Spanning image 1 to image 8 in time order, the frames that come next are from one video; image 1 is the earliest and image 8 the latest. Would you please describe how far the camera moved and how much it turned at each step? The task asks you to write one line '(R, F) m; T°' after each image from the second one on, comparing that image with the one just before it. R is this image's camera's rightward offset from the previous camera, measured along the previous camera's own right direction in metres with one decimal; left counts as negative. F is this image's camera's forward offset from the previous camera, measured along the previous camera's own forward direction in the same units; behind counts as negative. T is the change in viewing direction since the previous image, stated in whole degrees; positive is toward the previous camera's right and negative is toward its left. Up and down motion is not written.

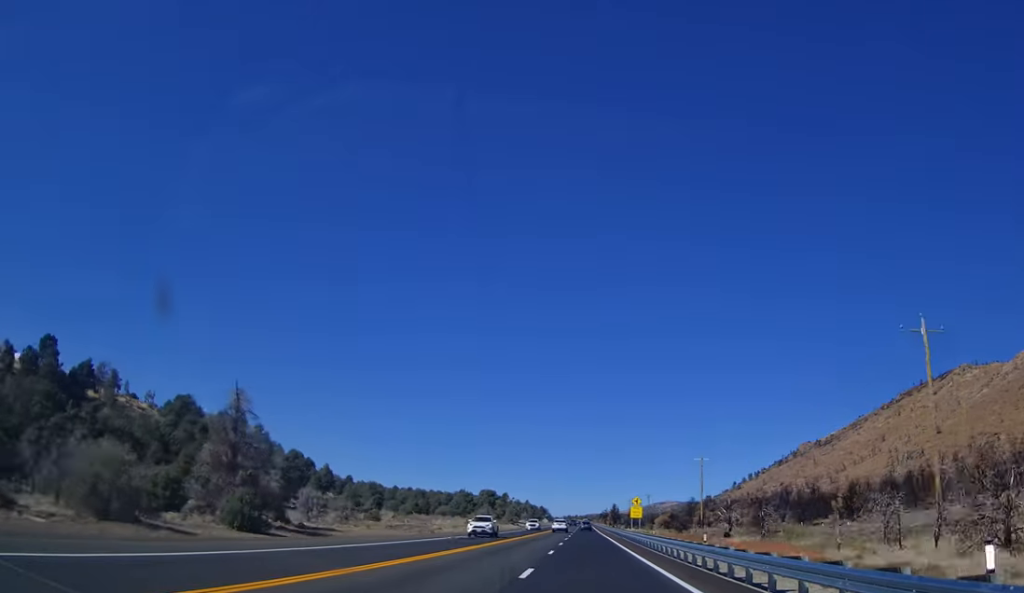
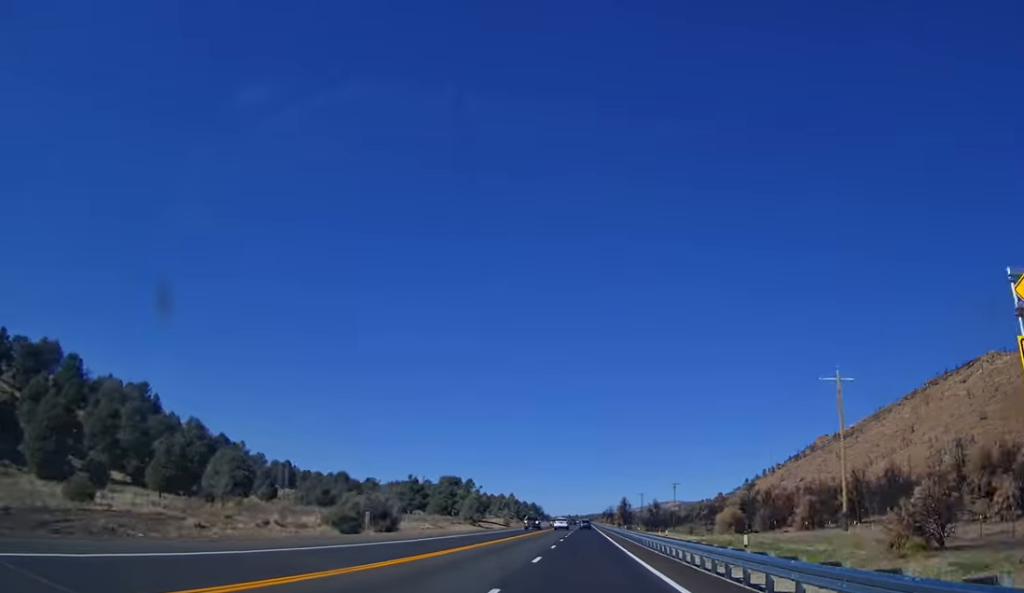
(0.0, +67.8) m; 0°
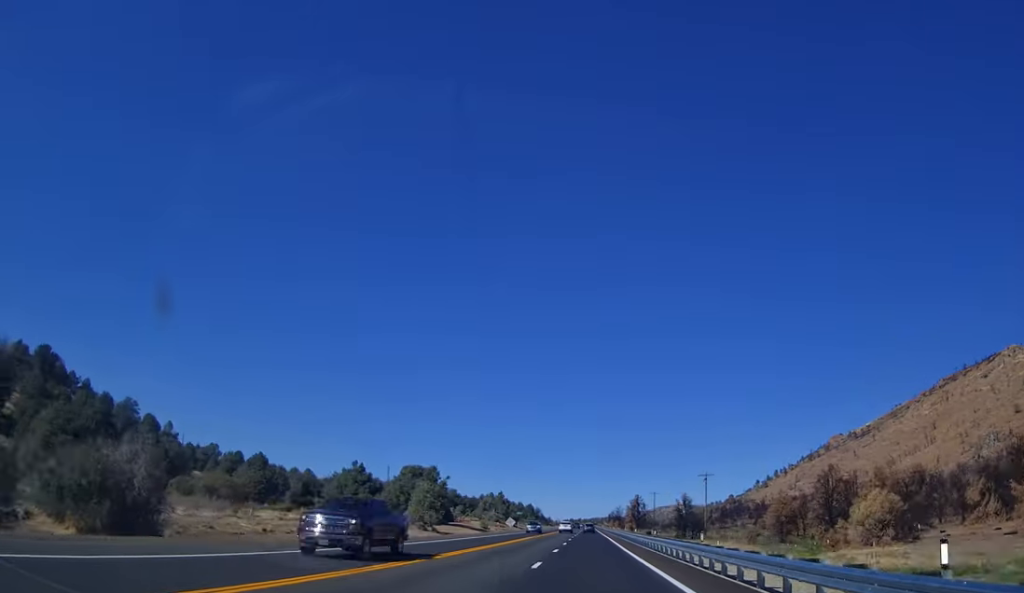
(0.0, +39.3) m; 0°
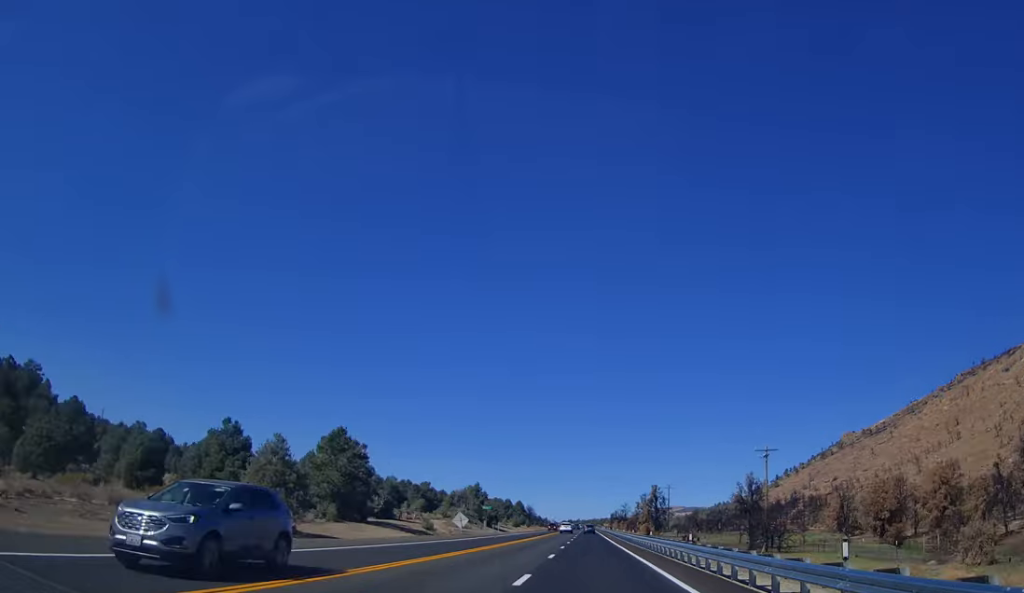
(0.0, +43.0) m; 0°
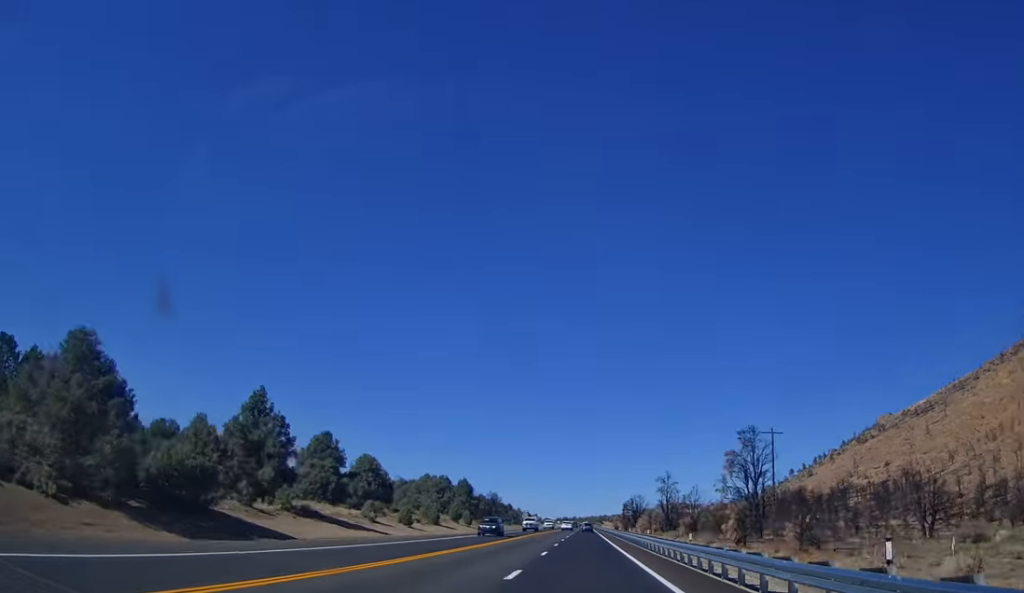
(-0.5, +108.7) m; 0°
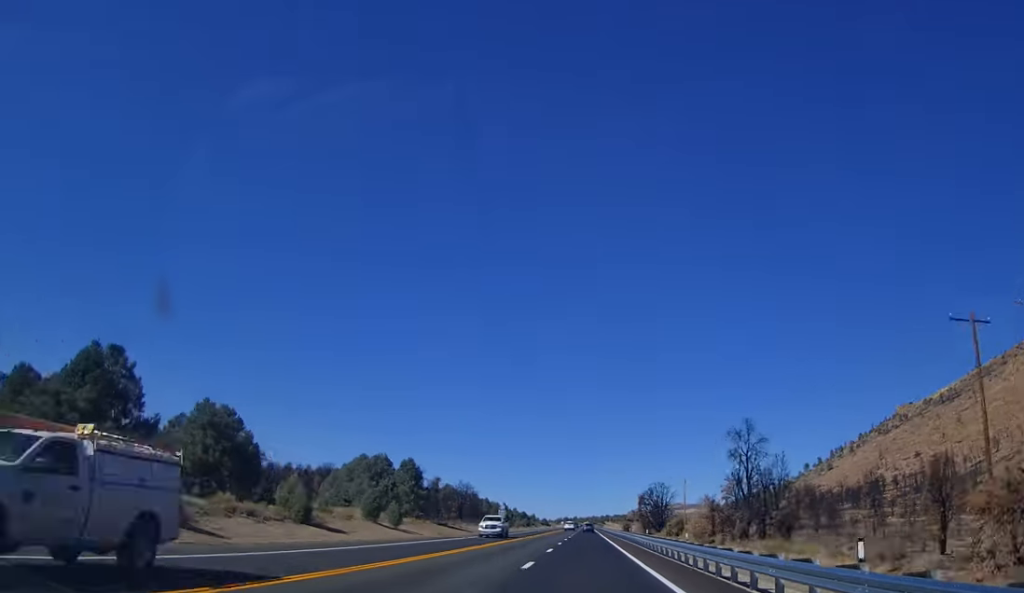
(+0.3, +45.0) m; 0°
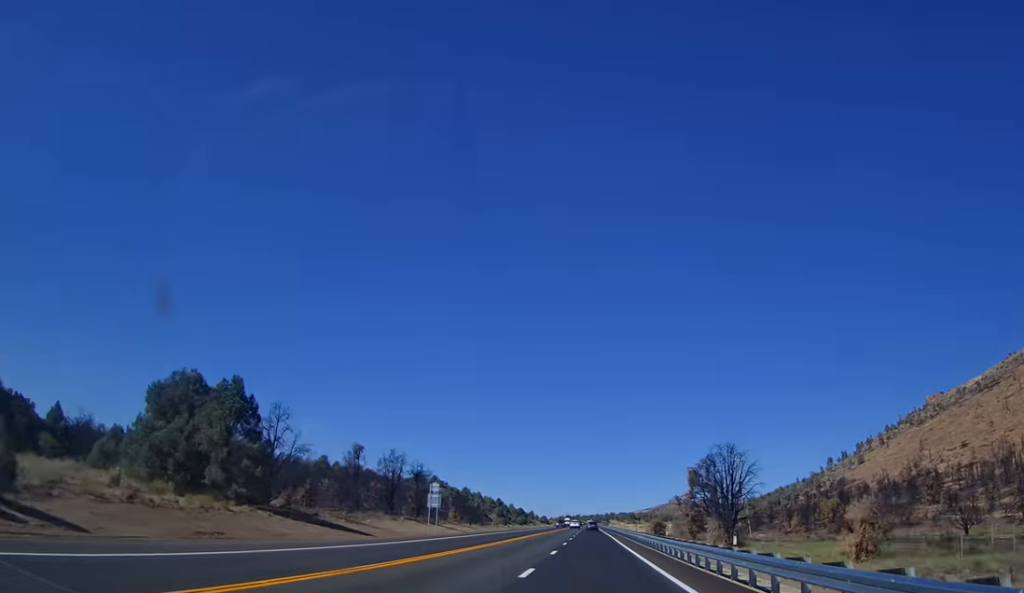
(0.0, +52.4) m; 0°
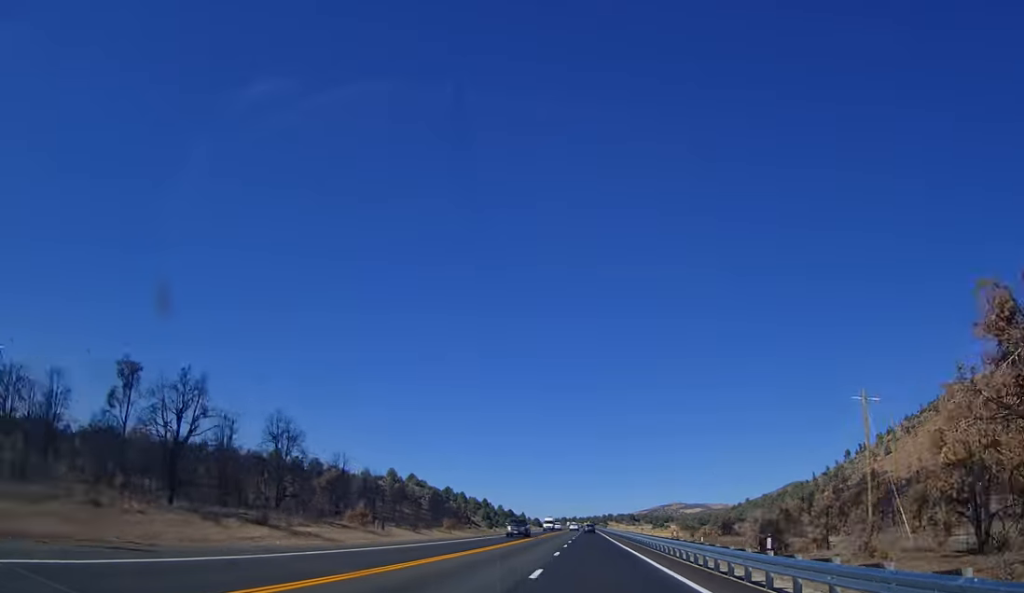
(0.0, +48.7) m; 0°
